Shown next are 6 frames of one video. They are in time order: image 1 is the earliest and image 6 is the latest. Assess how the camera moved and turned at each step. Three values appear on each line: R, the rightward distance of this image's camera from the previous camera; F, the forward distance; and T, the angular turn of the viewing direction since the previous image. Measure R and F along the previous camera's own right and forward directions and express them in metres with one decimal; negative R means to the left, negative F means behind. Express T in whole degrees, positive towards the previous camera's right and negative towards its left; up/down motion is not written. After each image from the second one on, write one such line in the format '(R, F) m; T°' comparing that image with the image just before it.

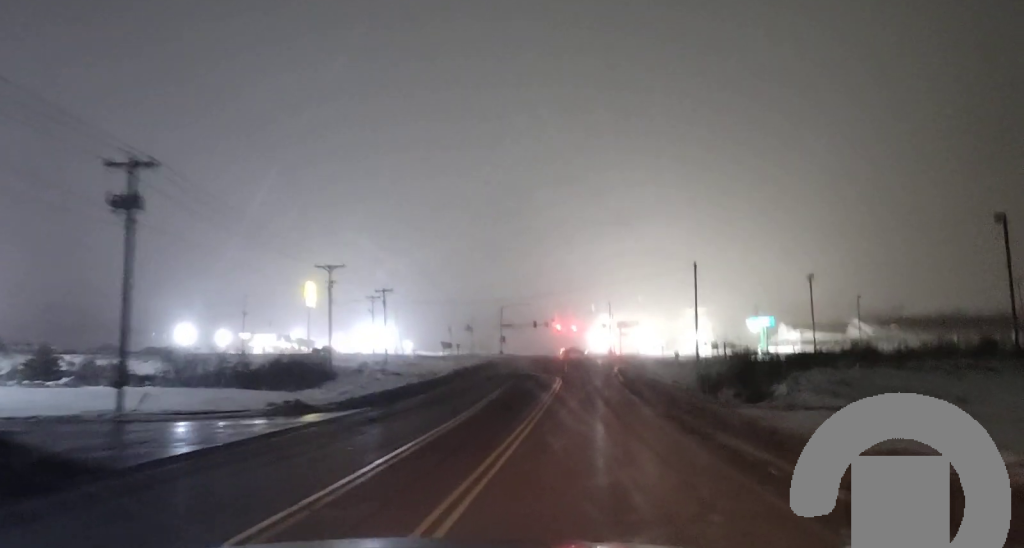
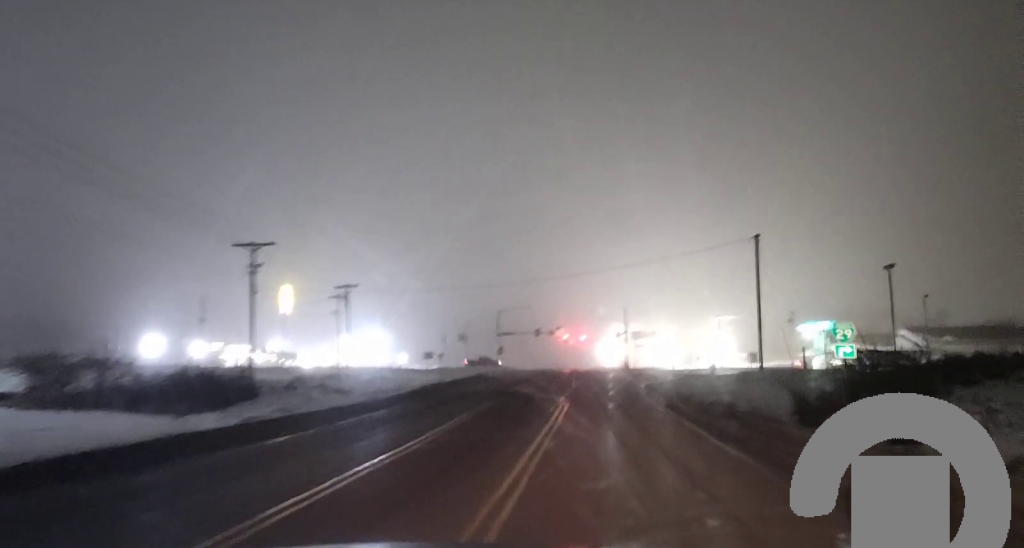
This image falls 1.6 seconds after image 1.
(0.0, +22.7) m; 0°
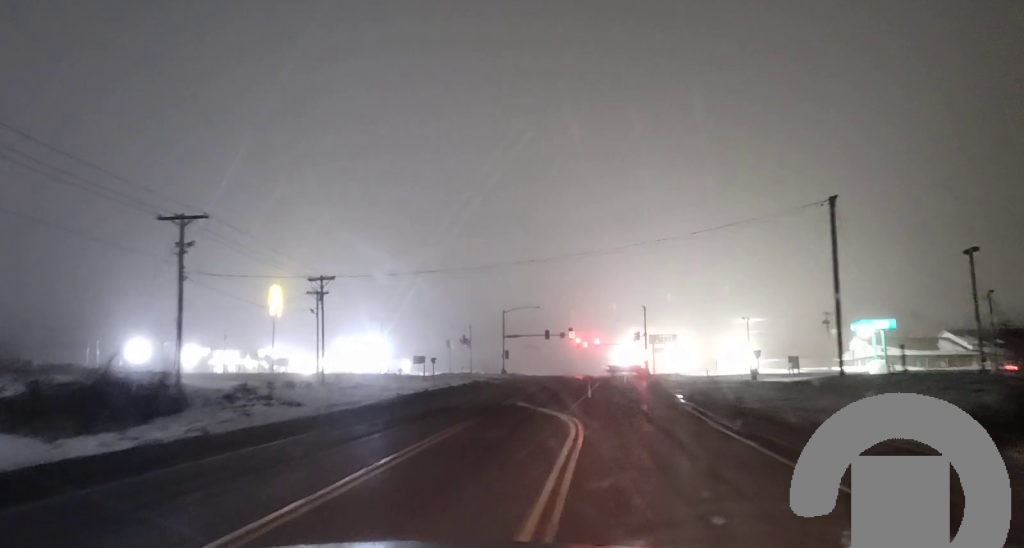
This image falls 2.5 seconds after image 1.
(0.0, +13.3) m; -1°
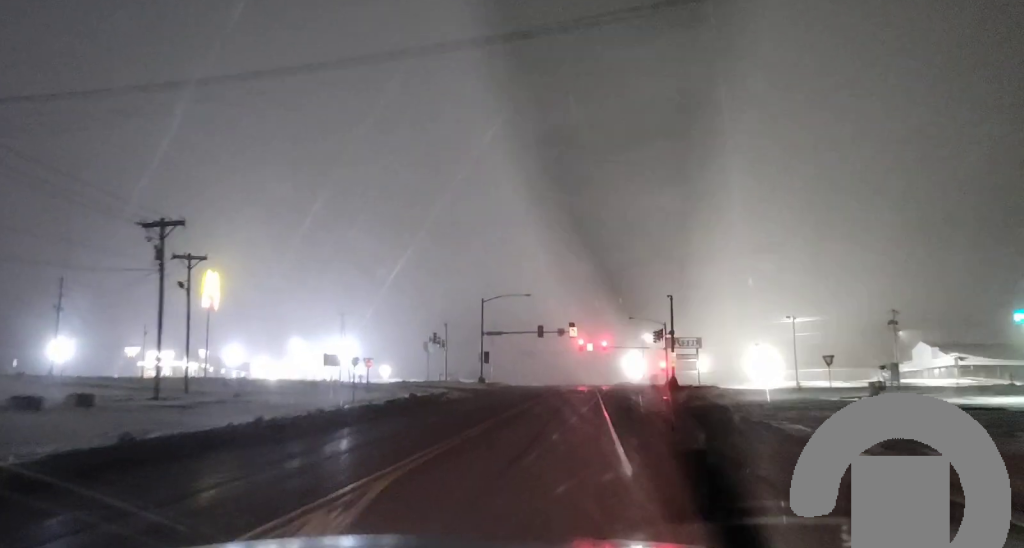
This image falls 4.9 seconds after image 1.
(-0.7, +30.4) m; 0°
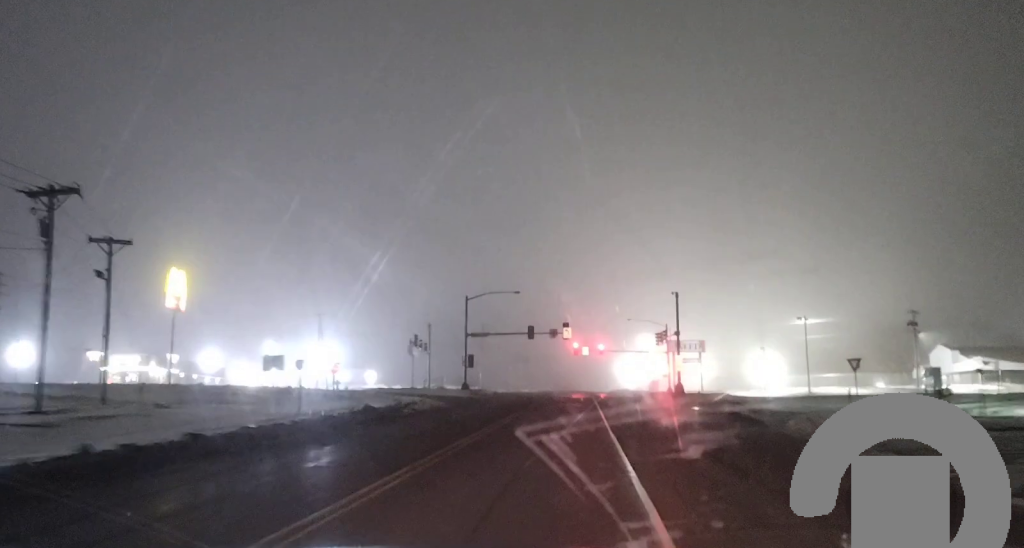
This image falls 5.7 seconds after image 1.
(+0.2, +9.7) m; +1°
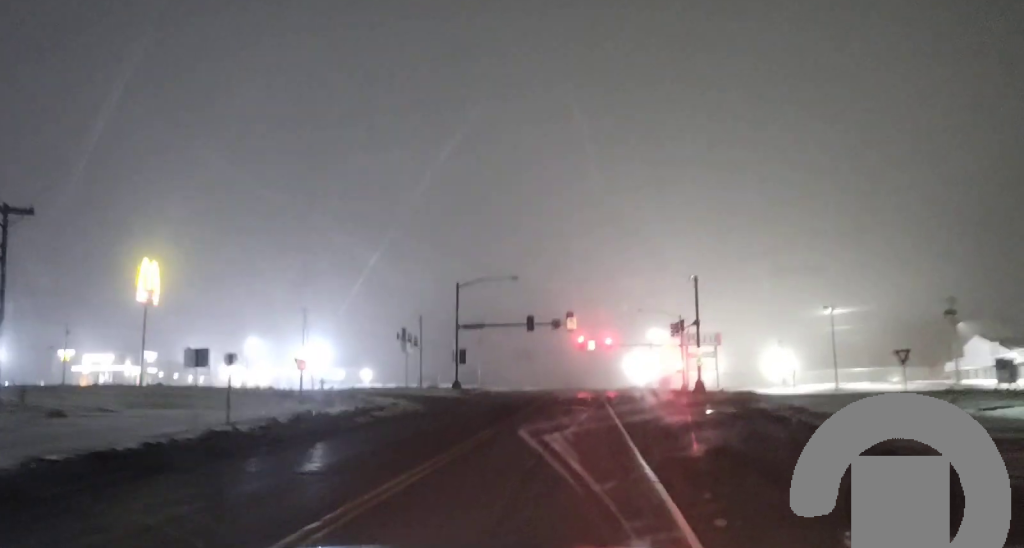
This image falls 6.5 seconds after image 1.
(+0.1, +9.4) m; -2°
